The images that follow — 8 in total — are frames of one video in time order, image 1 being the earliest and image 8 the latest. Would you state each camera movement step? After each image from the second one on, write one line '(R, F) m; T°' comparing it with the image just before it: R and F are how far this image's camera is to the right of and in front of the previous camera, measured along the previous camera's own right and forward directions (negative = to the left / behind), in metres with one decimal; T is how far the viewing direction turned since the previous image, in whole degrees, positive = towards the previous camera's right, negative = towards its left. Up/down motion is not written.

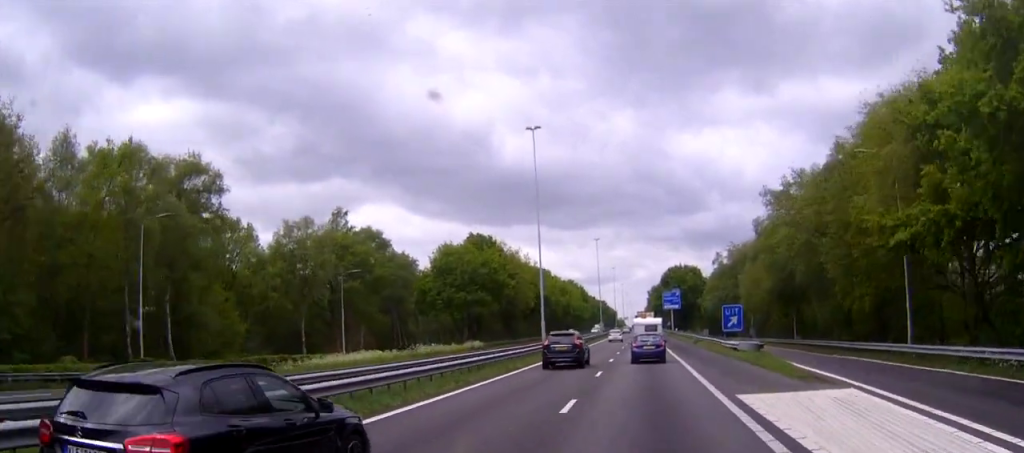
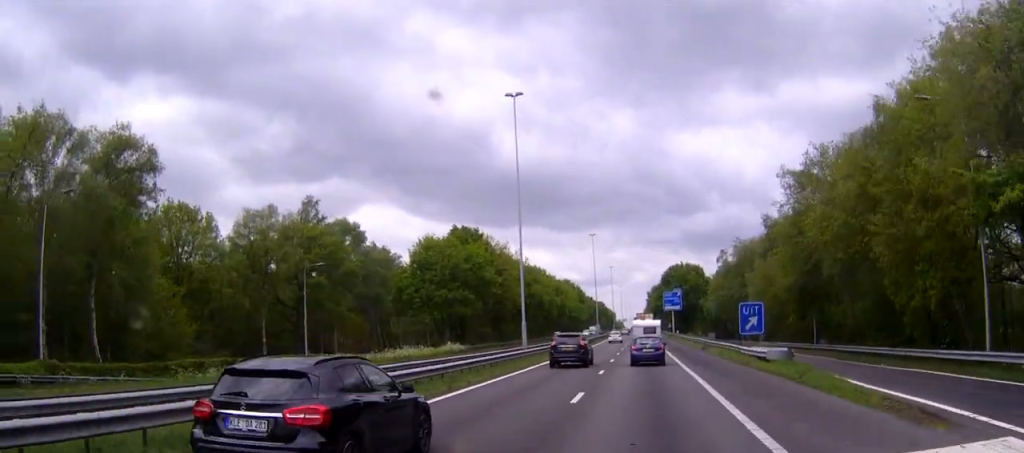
(0.0, +9.2) m; 0°
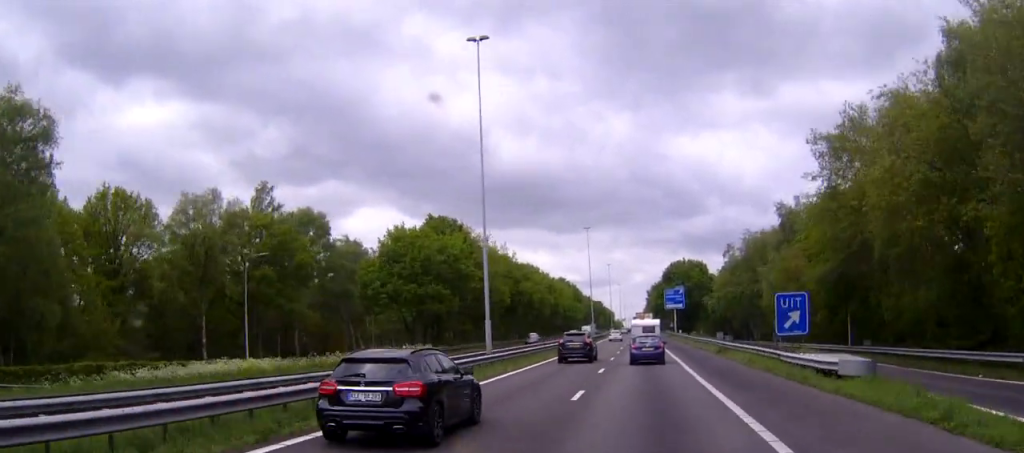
(0.0, +11.5) m; 0°
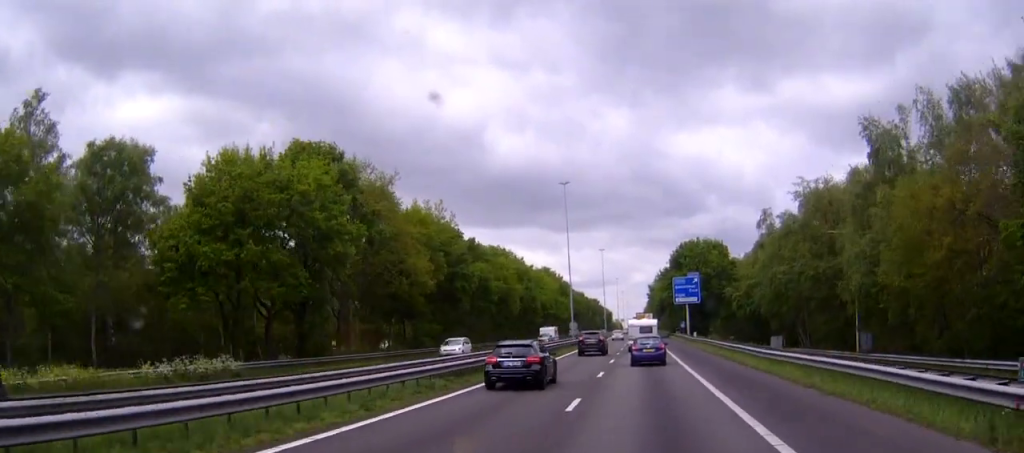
(+0.2, +36.9) m; 0°
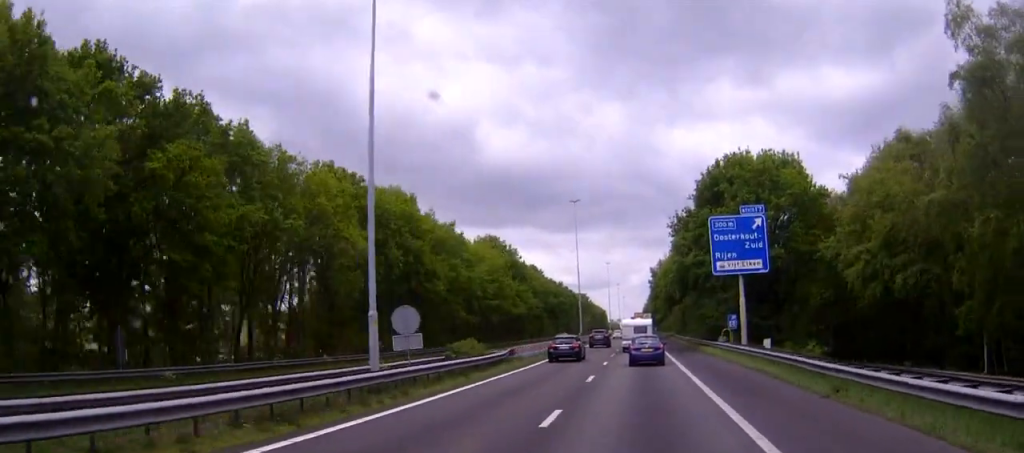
(+0.2, +60.7) m; 0°
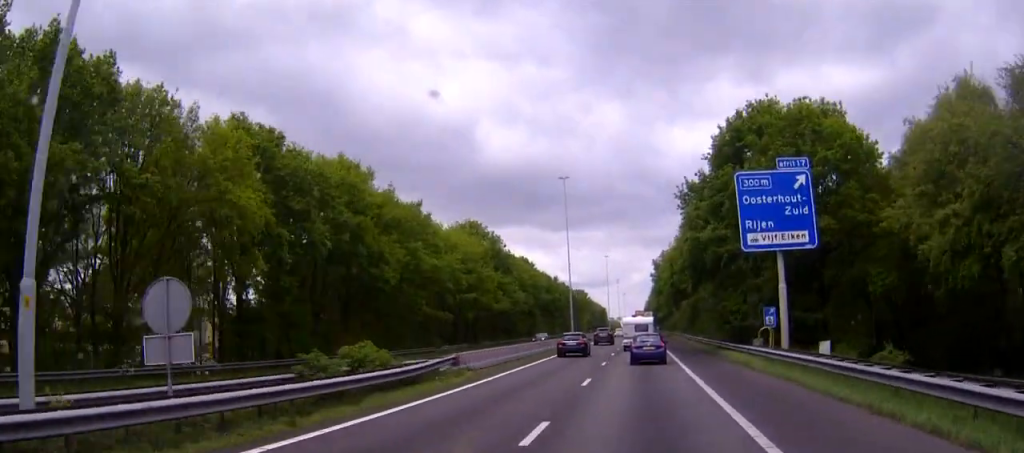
(0.0, +13.9) m; 0°
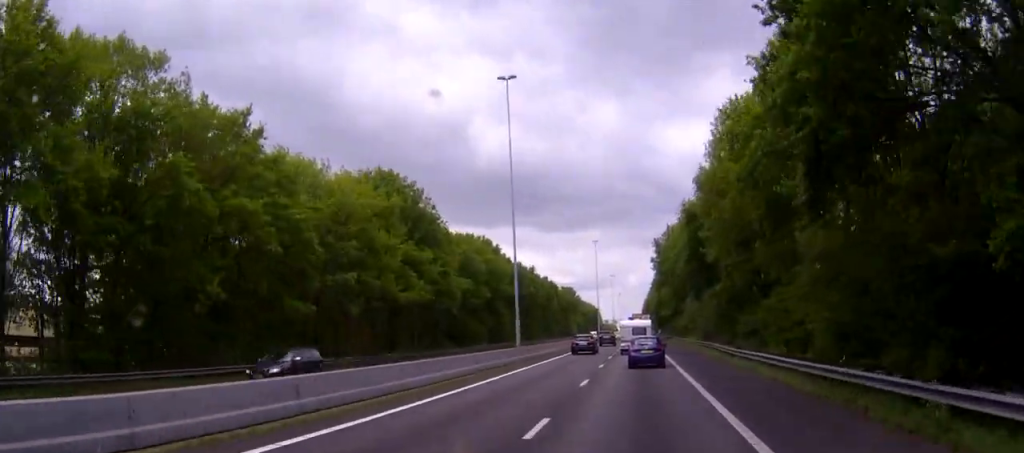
(-0.8, +34.2) m; -2°
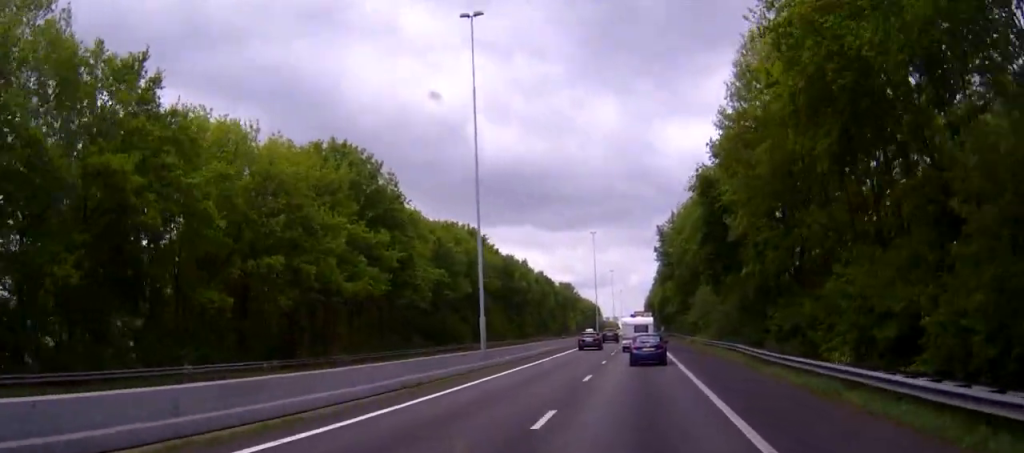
(-0.1, +11.0) m; 0°
